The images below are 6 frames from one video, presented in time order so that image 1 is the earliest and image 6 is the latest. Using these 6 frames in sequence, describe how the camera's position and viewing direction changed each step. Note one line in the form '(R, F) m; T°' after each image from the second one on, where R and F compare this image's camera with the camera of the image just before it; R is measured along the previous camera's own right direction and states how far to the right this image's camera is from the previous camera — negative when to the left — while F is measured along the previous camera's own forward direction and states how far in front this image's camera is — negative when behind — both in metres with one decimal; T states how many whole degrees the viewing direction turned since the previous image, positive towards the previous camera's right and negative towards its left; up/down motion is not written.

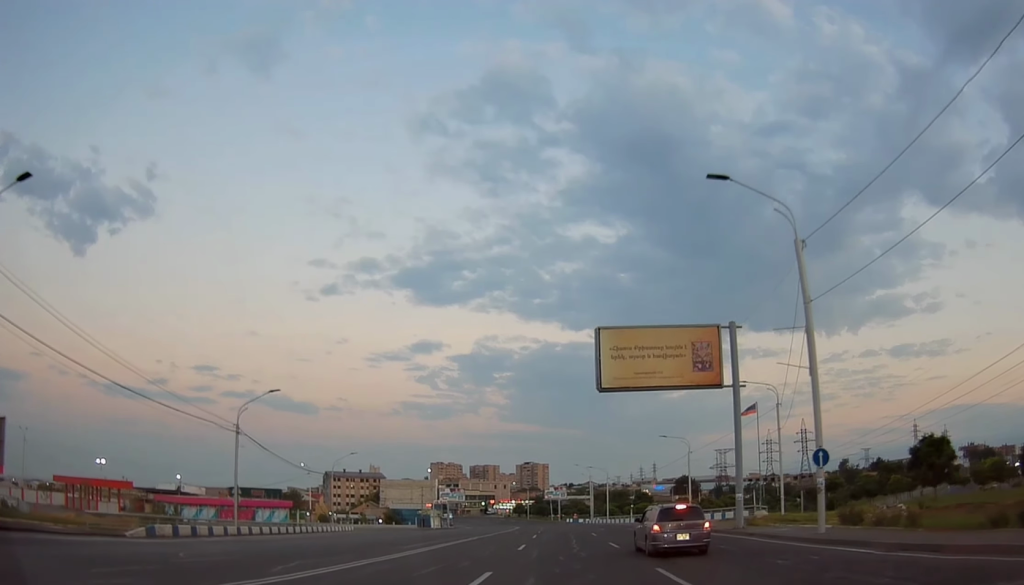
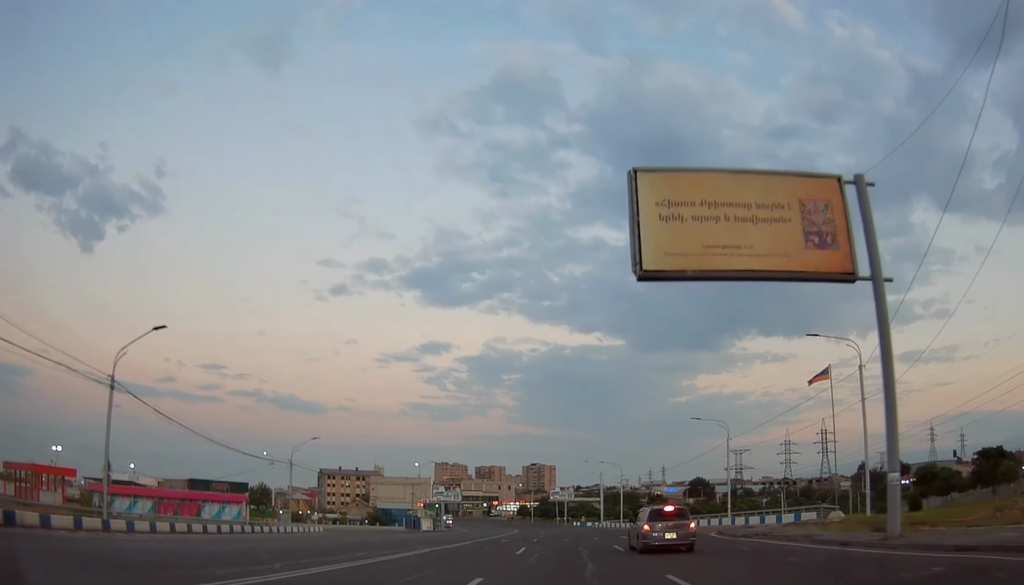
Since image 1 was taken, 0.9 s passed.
(-0.2, +16.0) m; -2°
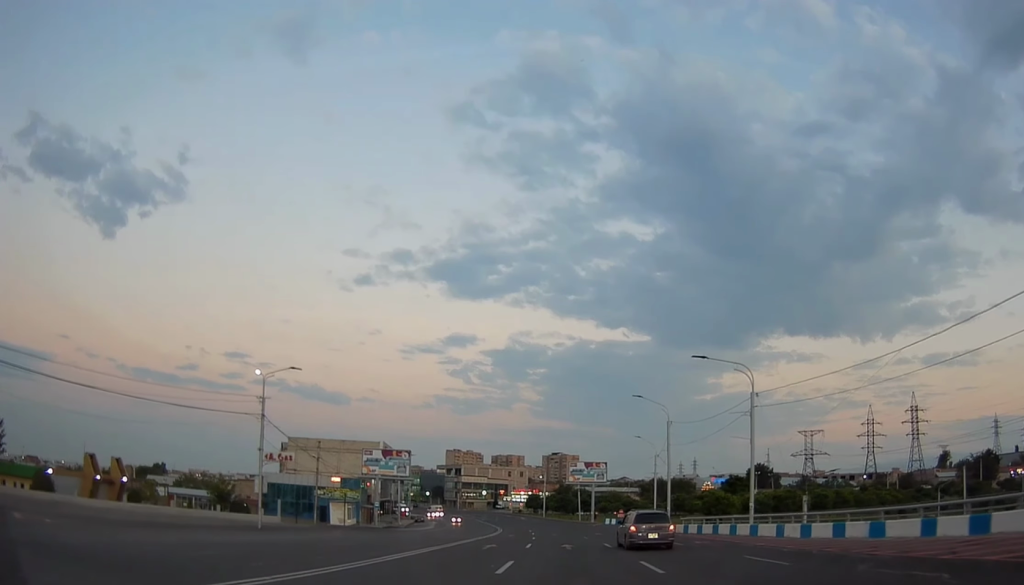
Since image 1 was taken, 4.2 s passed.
(-0.2, +64.5) m; -1°
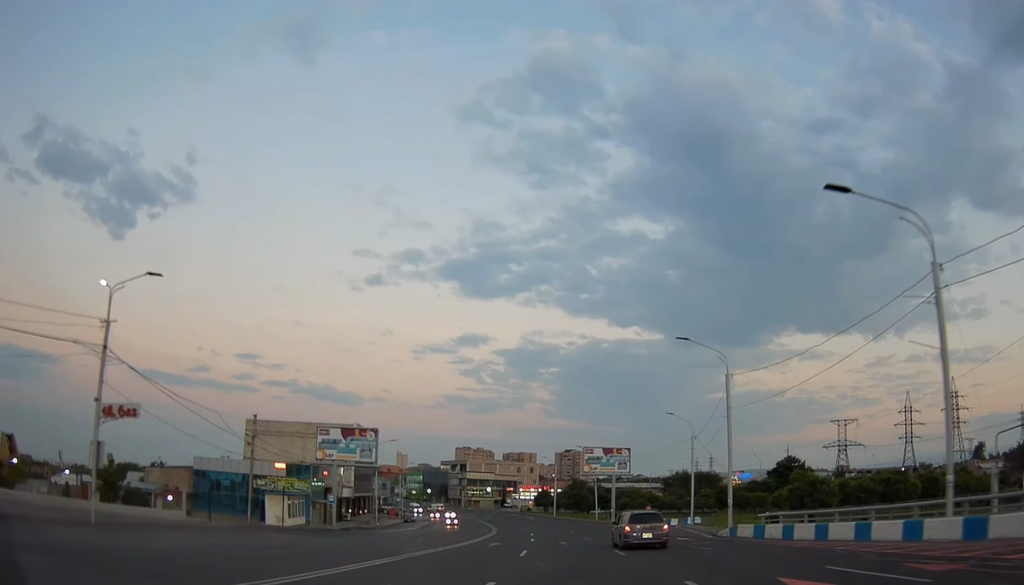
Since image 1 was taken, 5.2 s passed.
(-0.2, +20.0) m; -1°
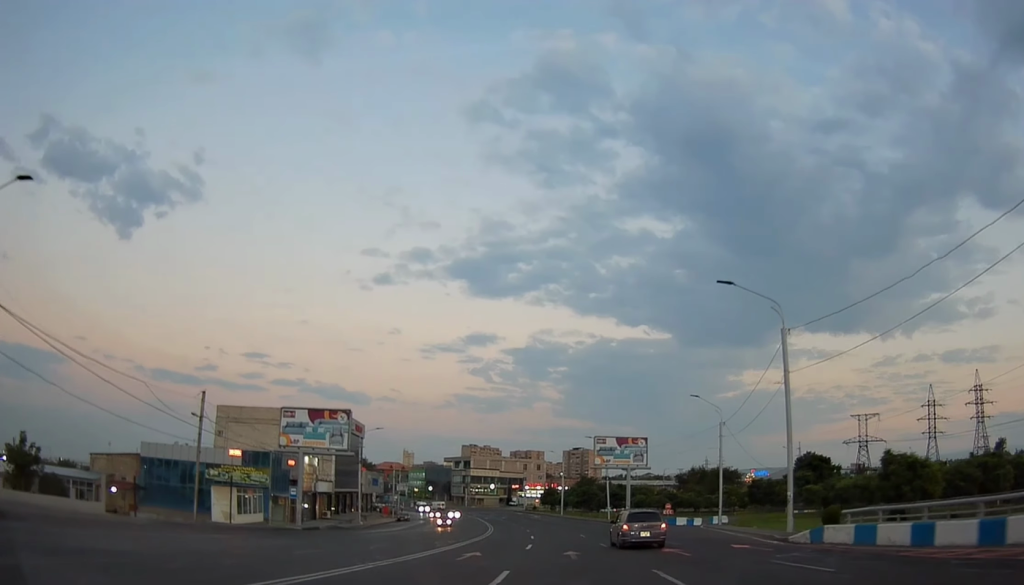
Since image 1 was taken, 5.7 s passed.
(+0.3, +10.7) m; -1°
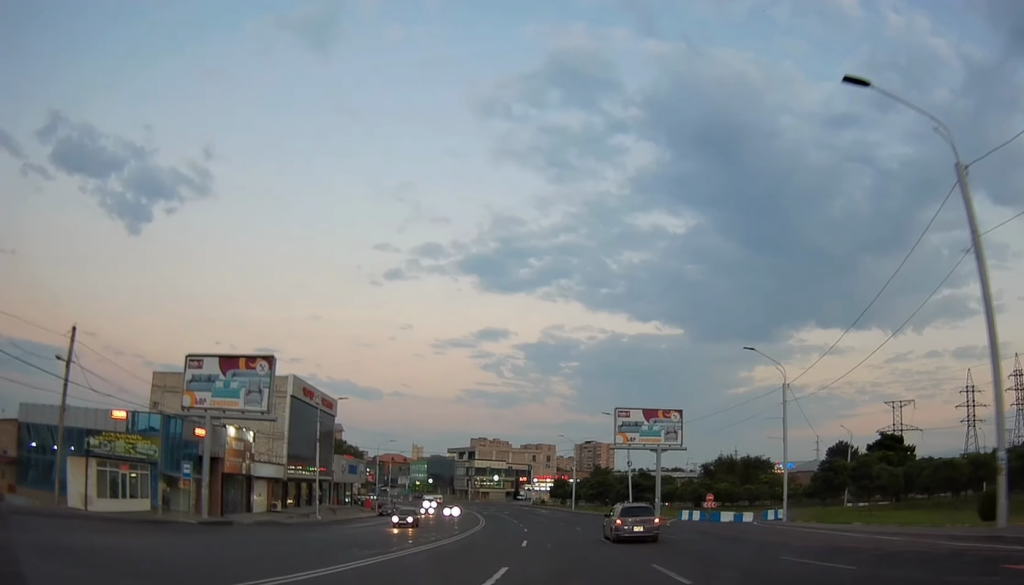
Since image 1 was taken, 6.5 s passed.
(-0.5, +17.2) m; -2°
